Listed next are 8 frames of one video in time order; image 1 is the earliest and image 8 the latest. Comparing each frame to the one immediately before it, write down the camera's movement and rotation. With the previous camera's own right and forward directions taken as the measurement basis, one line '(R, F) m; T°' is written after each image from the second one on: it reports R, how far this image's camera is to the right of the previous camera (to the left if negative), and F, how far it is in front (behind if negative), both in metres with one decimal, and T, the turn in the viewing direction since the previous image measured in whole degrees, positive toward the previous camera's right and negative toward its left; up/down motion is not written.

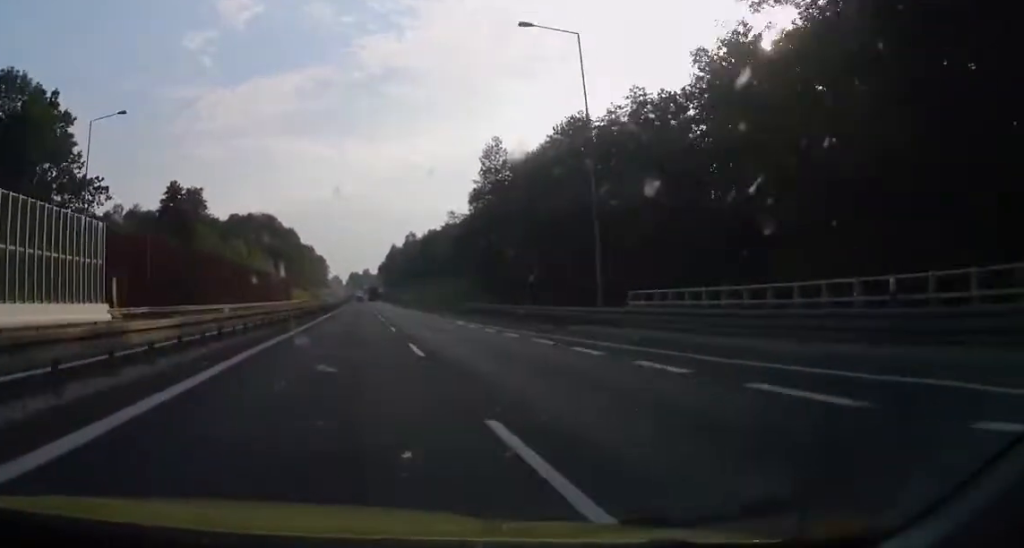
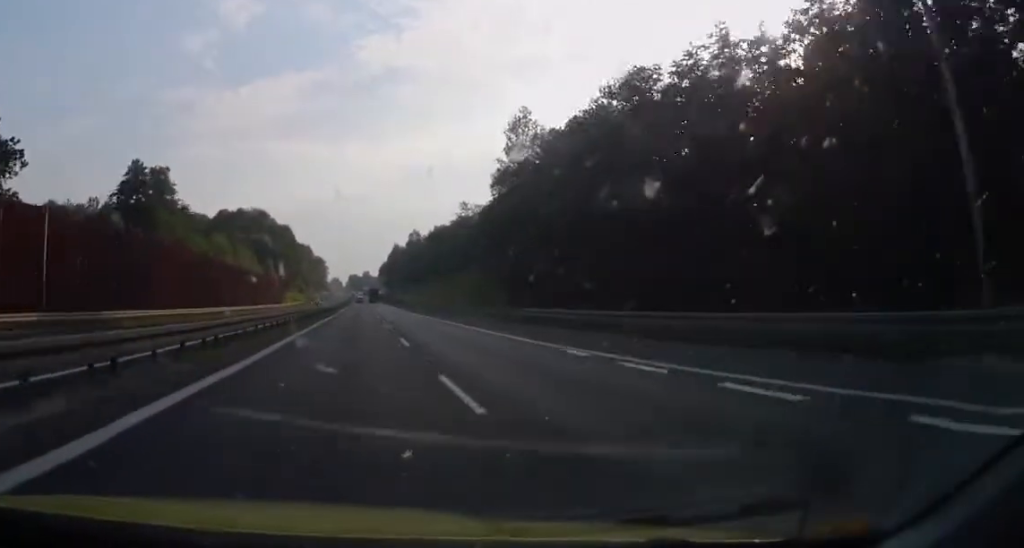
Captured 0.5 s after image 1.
(0.0, +18.9) m; 0°
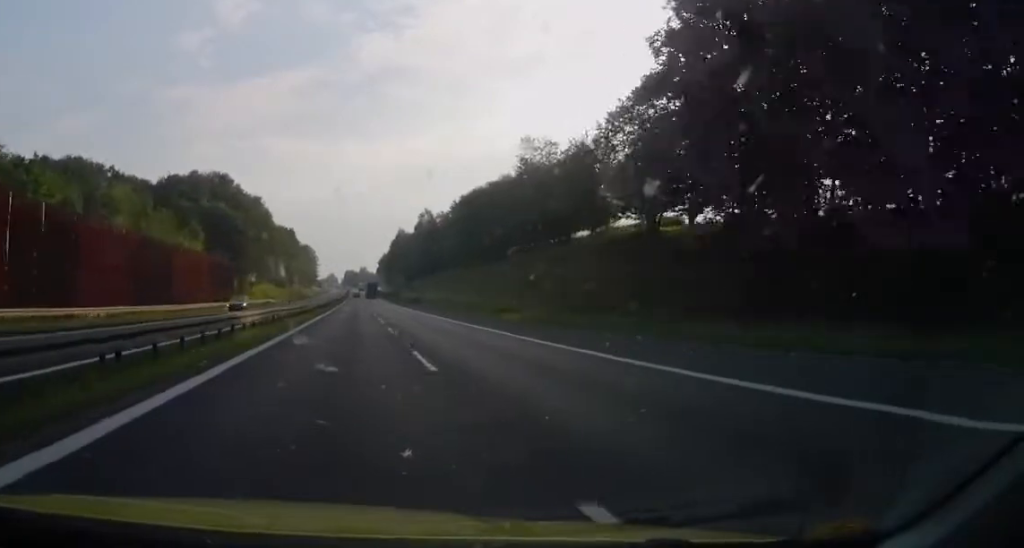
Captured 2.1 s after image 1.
(+0.2, +55.5) m; 0°
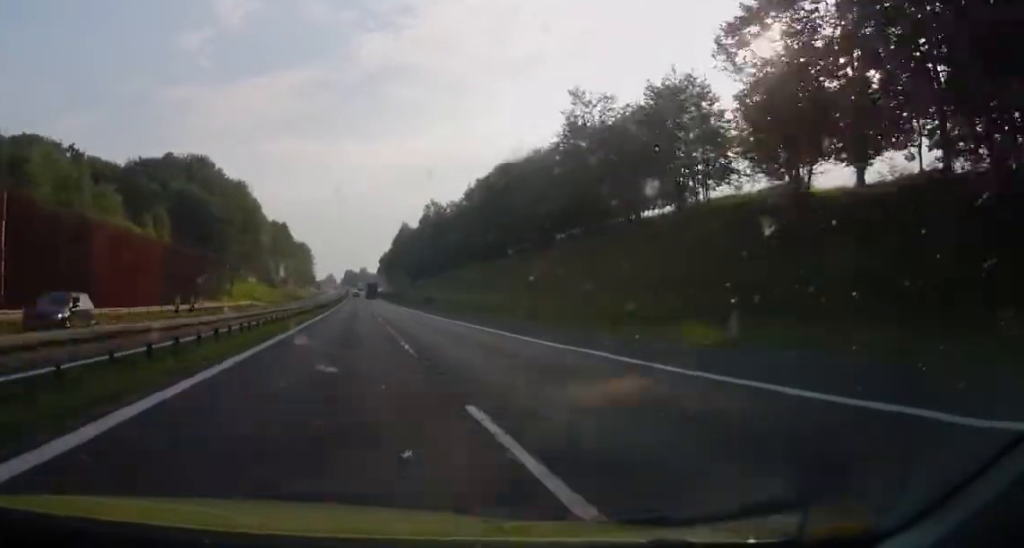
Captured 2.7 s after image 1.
(0.0, +20.1) m; 0°
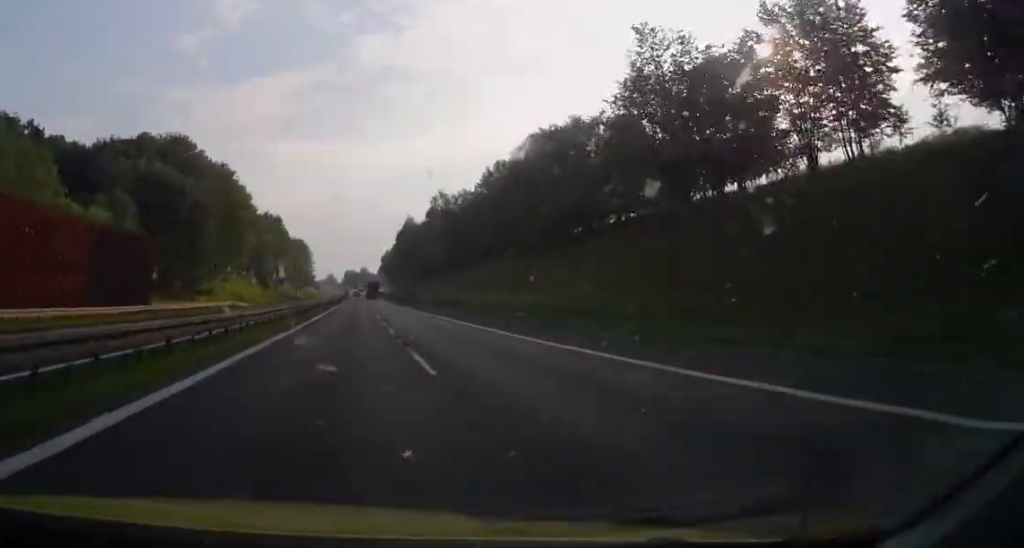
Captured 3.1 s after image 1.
(0.0, +16.6) m; 0°
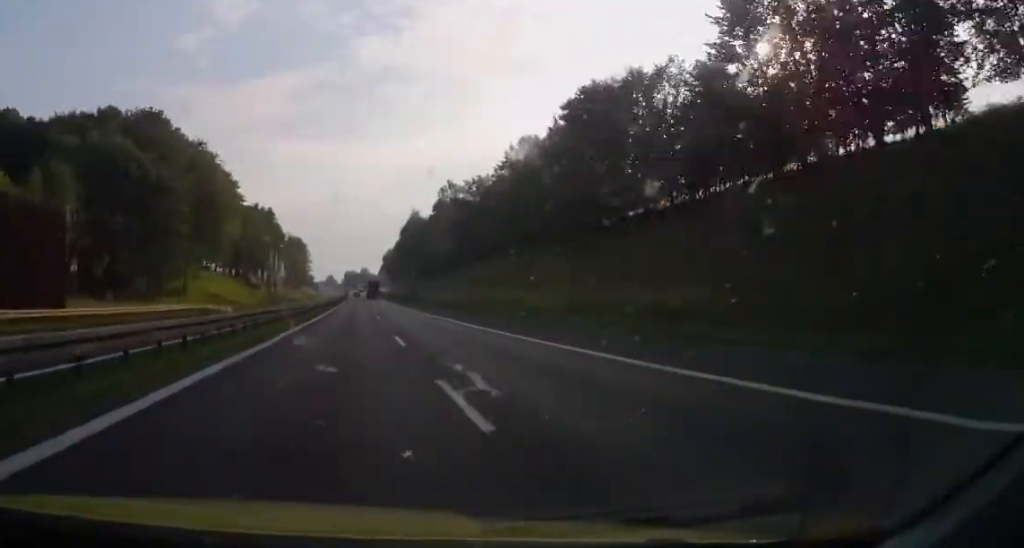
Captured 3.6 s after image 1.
(0.0, +16.6) m; 0°
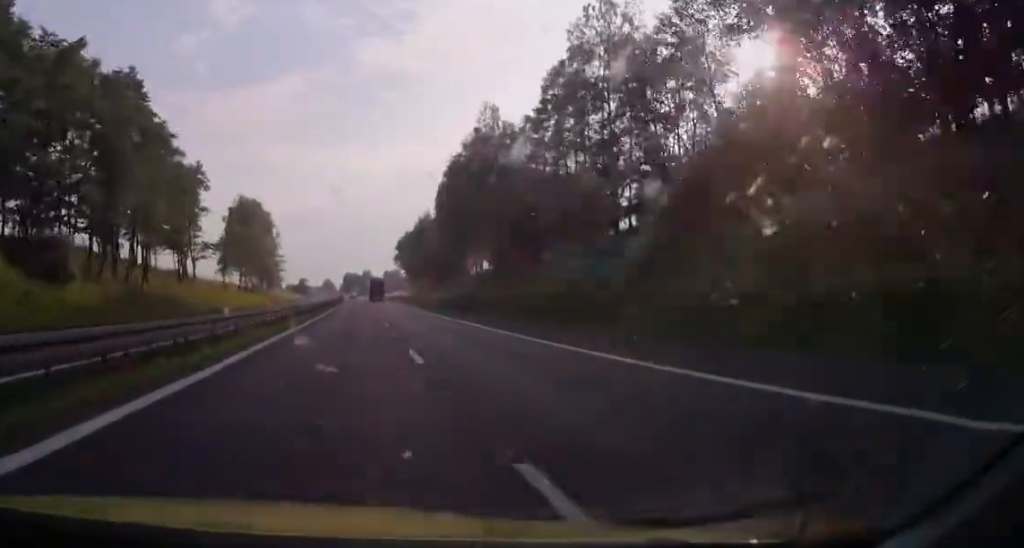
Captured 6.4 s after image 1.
(0.0, +100.7) m; 0°
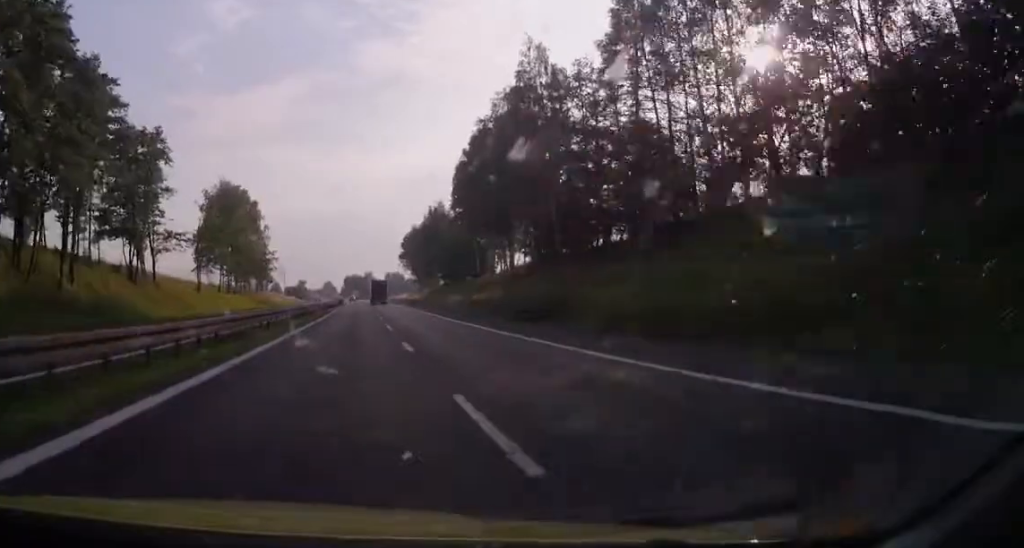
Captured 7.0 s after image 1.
(0.0, +20.1) m; 0°
